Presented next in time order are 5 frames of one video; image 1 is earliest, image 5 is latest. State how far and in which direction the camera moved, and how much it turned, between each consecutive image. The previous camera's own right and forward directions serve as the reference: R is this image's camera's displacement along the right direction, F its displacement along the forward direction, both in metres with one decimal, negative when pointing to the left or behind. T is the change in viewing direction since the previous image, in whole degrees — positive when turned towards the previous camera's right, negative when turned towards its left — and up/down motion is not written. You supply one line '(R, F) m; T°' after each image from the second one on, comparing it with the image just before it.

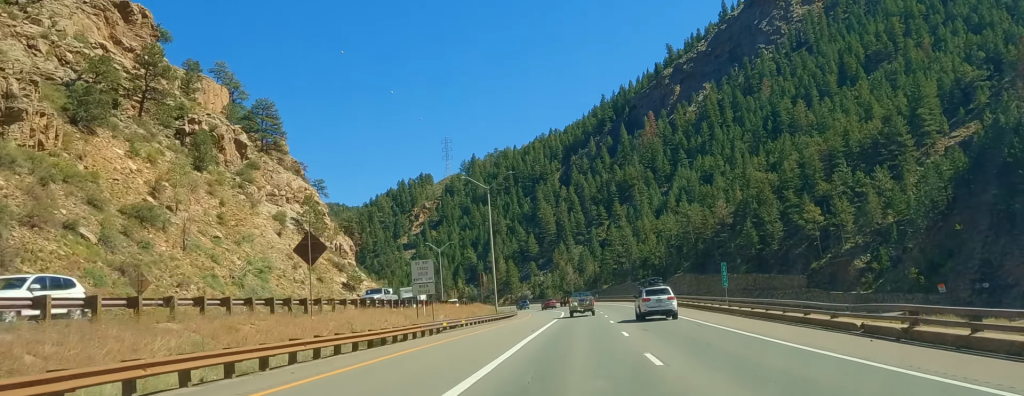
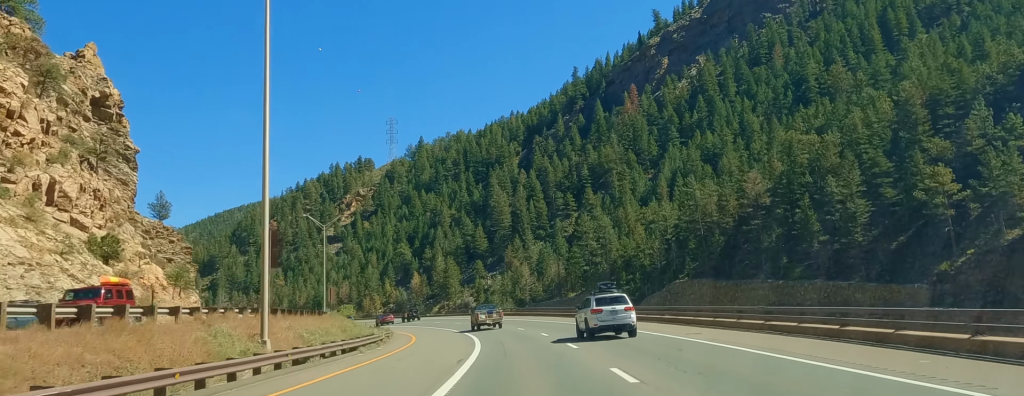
(+0.4, +61.6) m; -5°
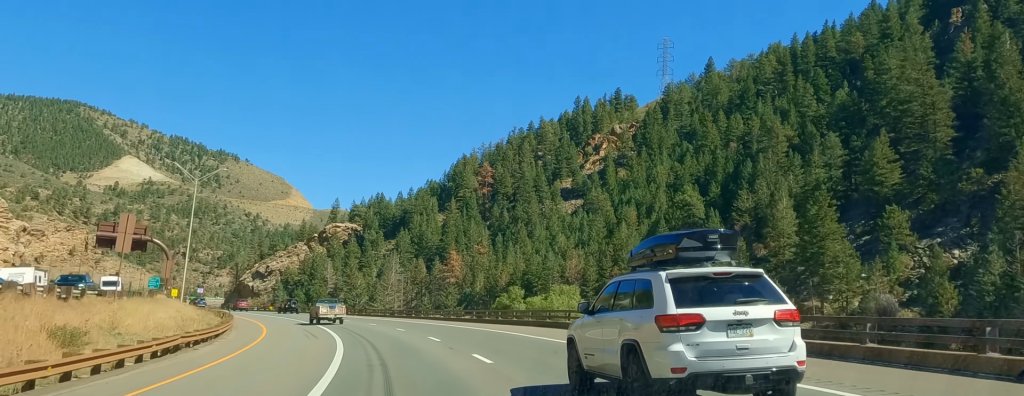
(-27.6, +124.5) m; -27°
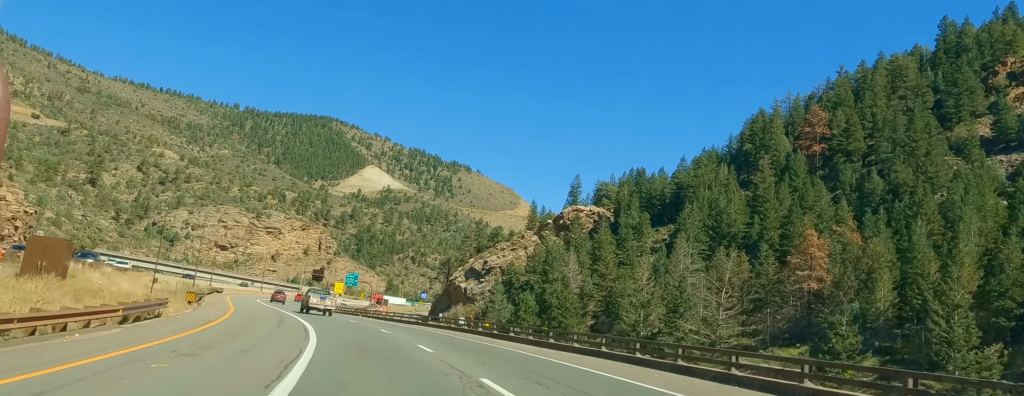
(-15.5, +76.7) m; -20°
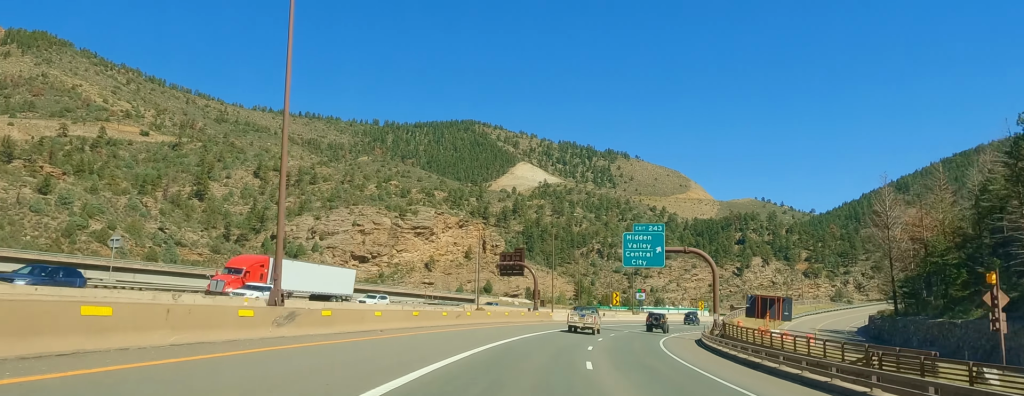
(-5.0, +148.4) m; +7°
